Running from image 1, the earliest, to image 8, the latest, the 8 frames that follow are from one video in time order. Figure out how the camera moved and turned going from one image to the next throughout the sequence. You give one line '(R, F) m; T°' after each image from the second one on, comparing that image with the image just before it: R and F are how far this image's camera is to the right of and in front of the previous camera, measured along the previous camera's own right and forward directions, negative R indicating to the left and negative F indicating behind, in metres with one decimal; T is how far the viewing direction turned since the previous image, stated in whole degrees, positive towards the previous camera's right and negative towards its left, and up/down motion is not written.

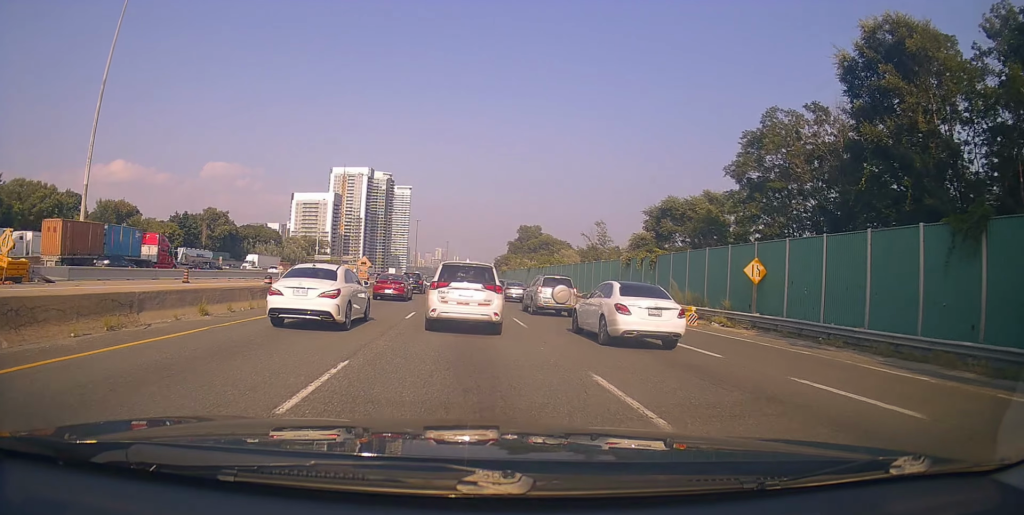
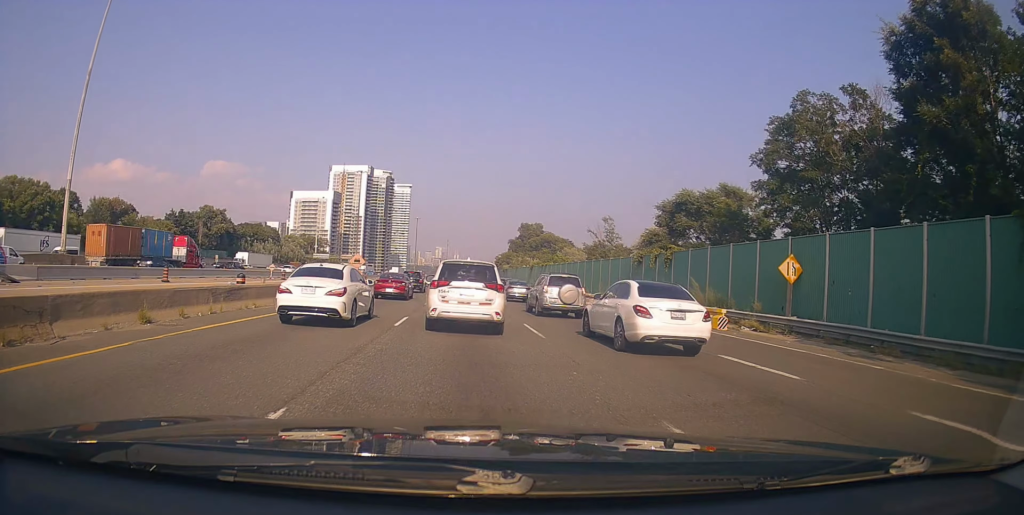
(+0.1, +2.9) m; +3°
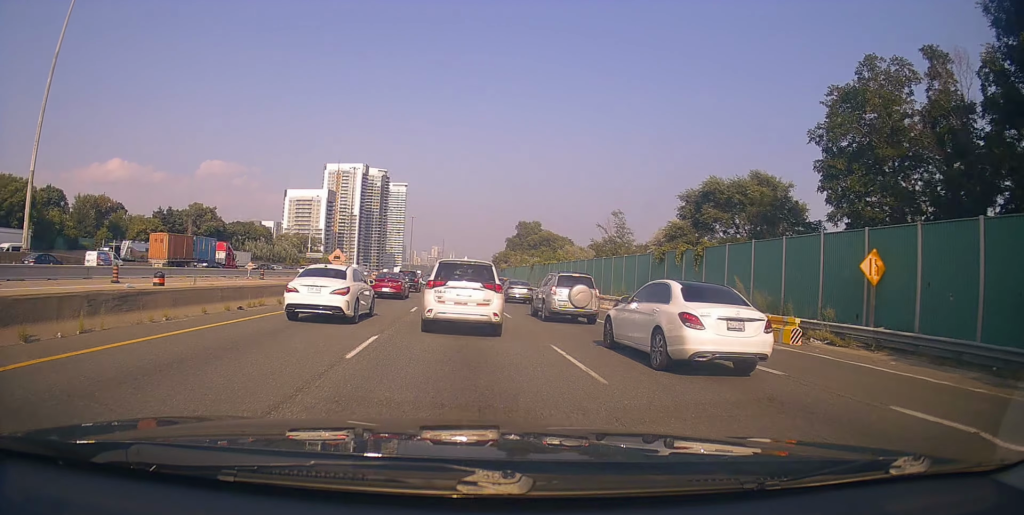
(+0.4, +5.7) m; +4°
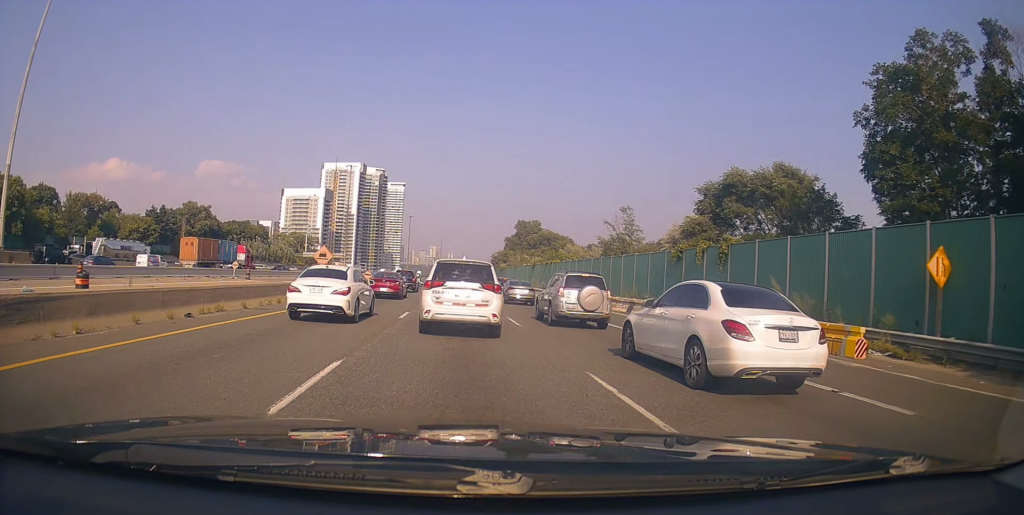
(0.0, +3.5) m; -1°
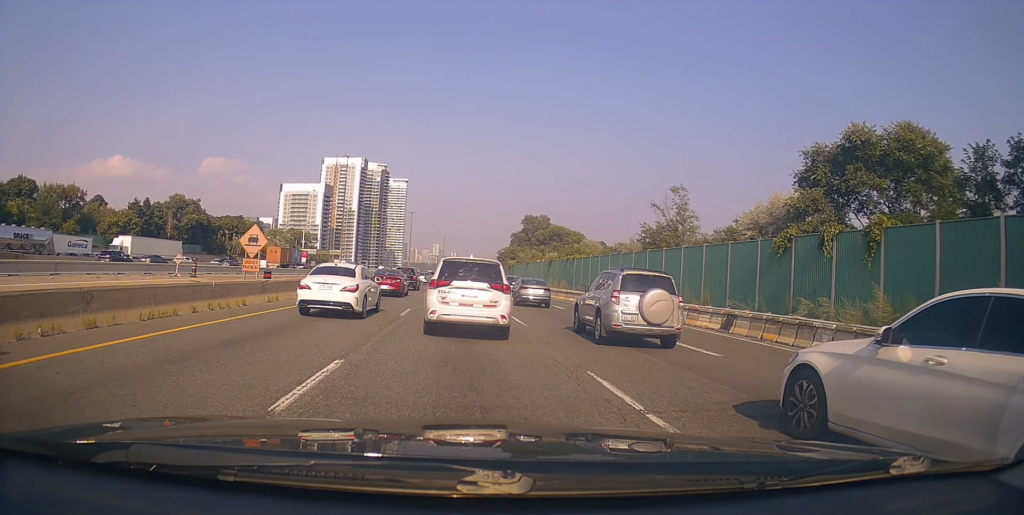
(-0.9, +12.3) m; -6°
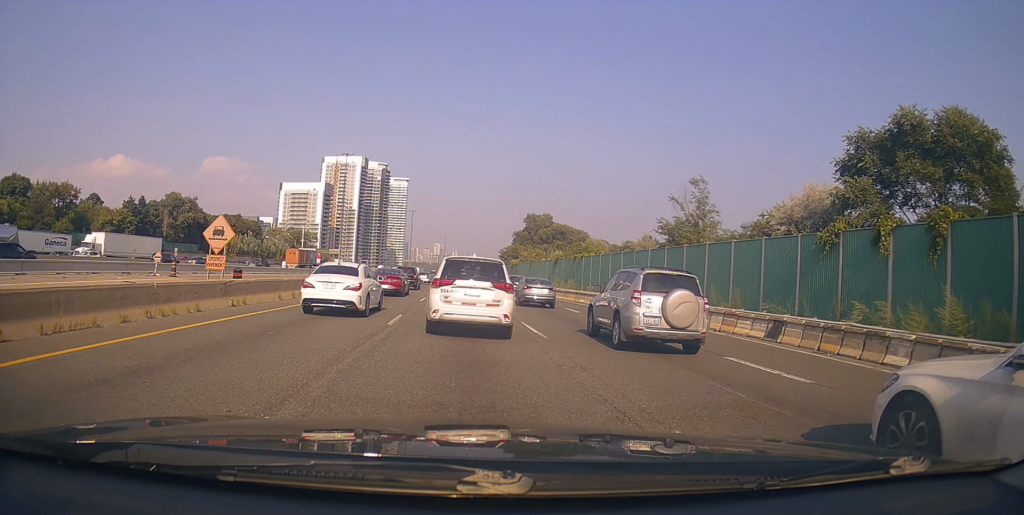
(+0.1, +3.5) m; +2°
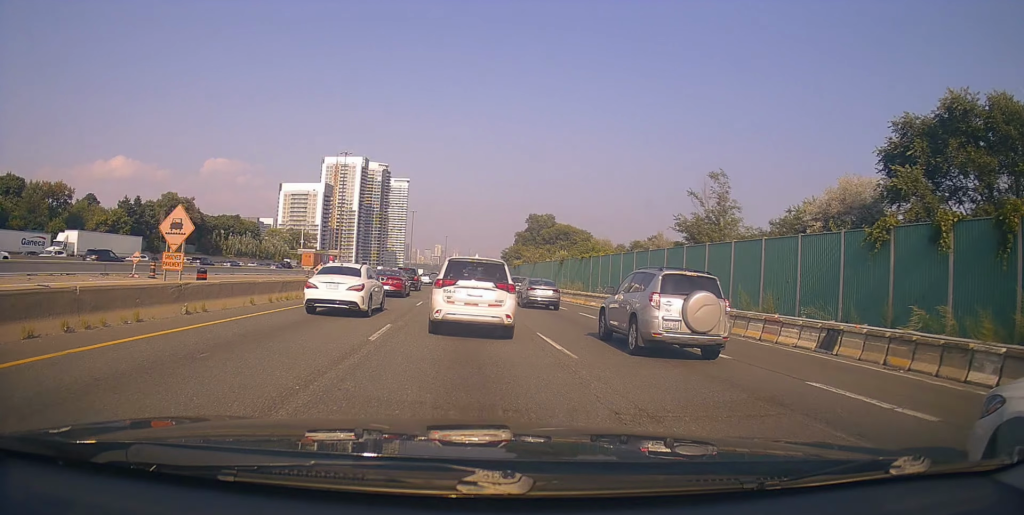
(+0.1, +3.3) m; +2°
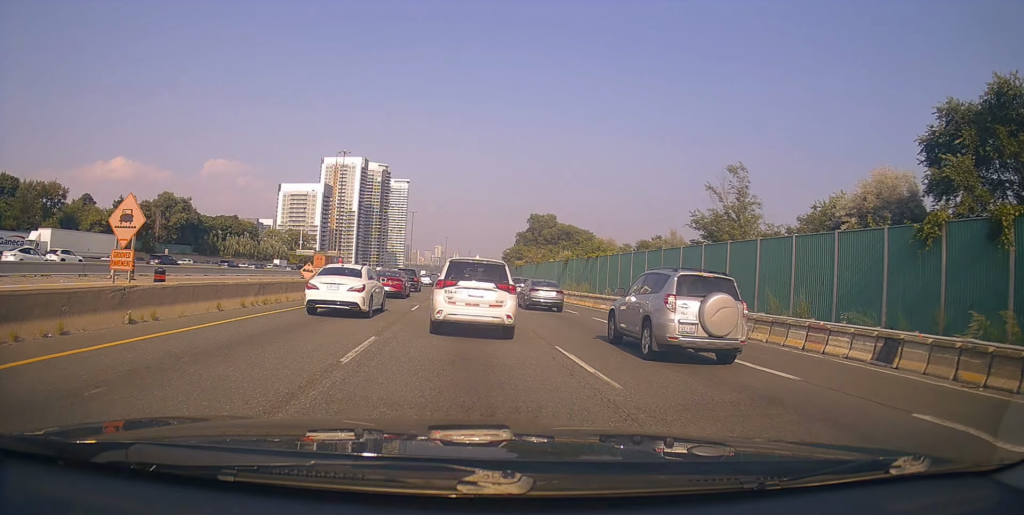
(0.0, +2.8) m; 0°
